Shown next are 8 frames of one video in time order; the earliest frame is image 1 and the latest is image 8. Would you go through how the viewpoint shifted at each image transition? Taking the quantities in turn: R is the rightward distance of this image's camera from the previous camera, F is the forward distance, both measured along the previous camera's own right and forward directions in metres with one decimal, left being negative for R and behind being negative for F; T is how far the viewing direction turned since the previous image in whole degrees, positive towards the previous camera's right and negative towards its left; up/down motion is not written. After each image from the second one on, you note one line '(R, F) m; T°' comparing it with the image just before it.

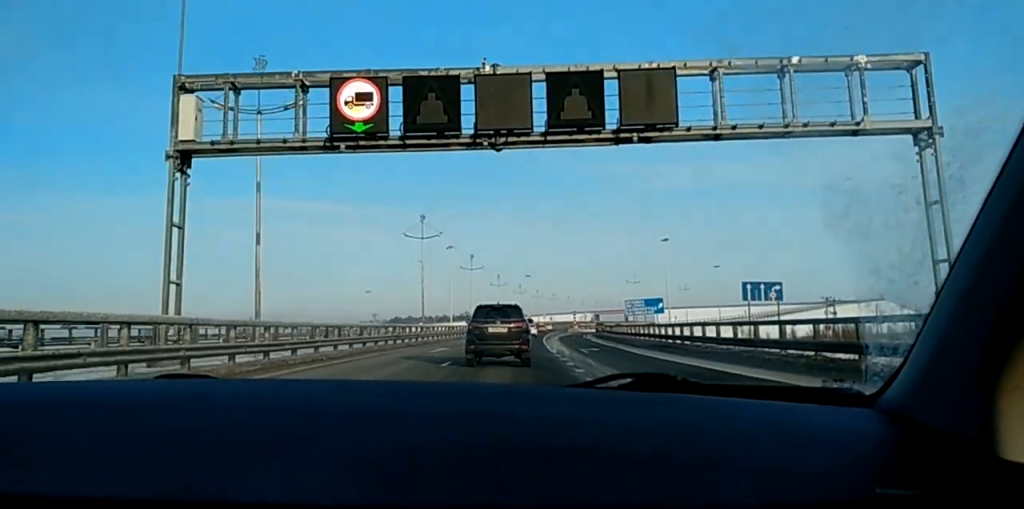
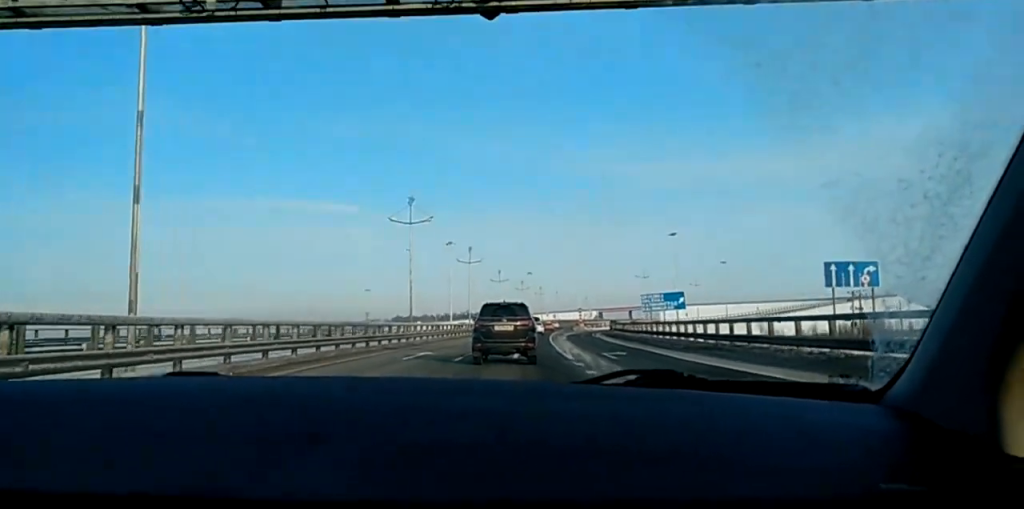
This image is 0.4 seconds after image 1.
(-0.1, +9.8) m; +1°
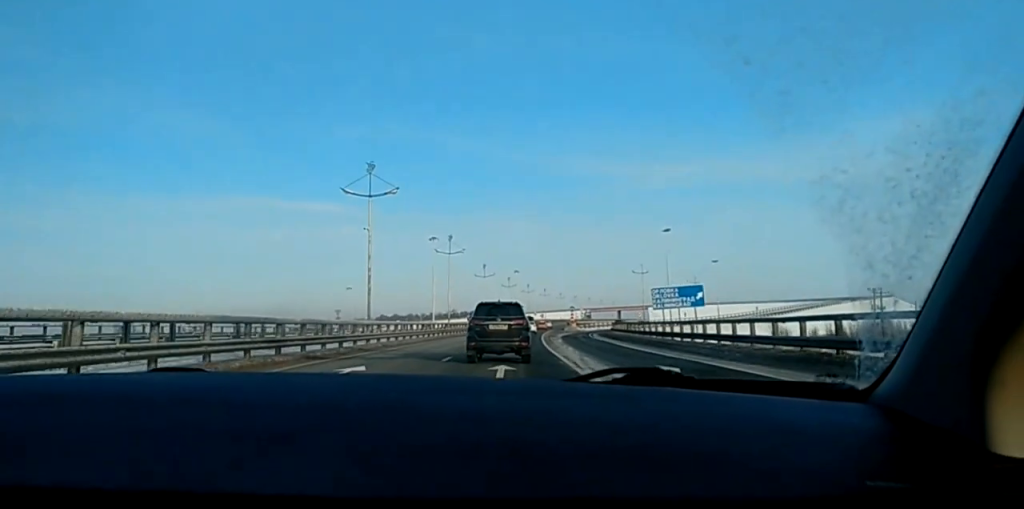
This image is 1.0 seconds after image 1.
(+0.3, +12.4) m; +1°
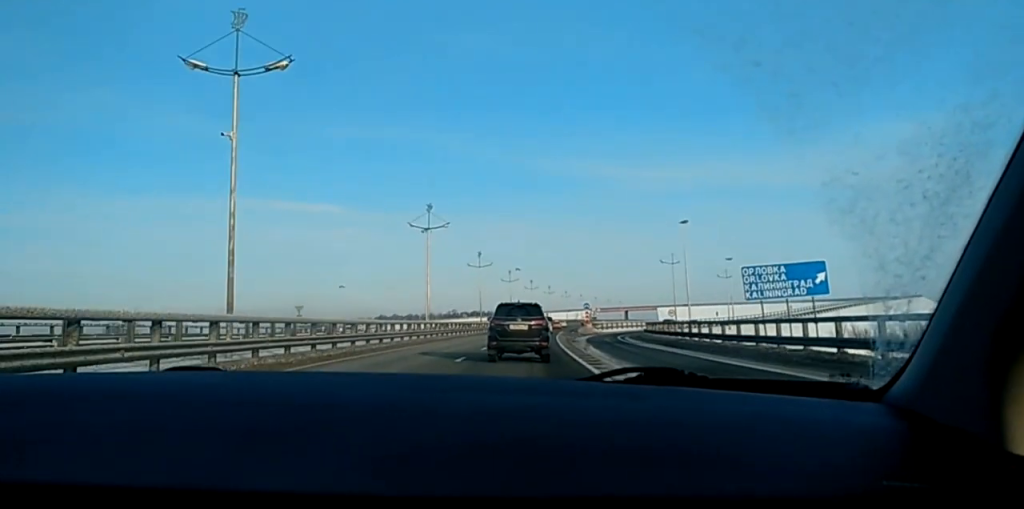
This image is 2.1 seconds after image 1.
(+0.5, +24.9) m; +1°
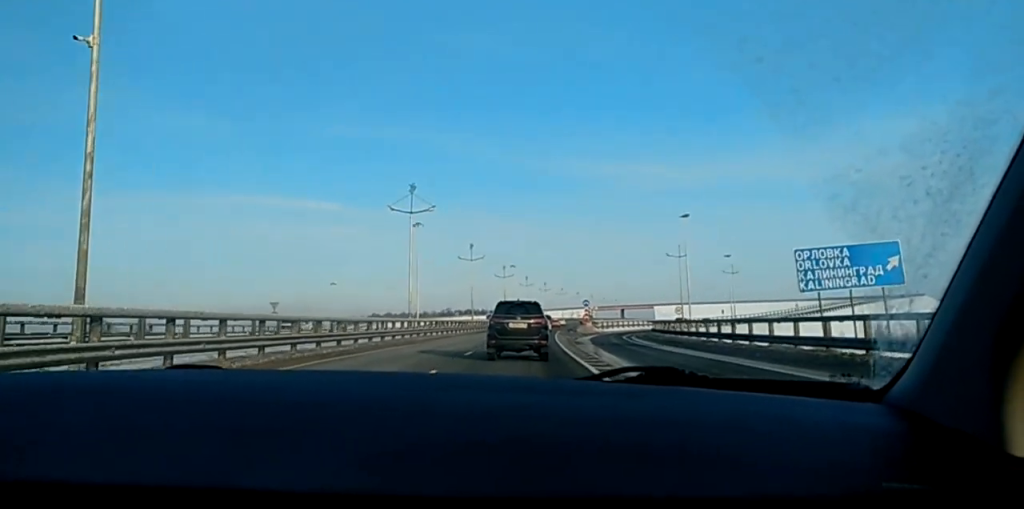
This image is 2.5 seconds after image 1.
(0.0, +8.9) m; 0°
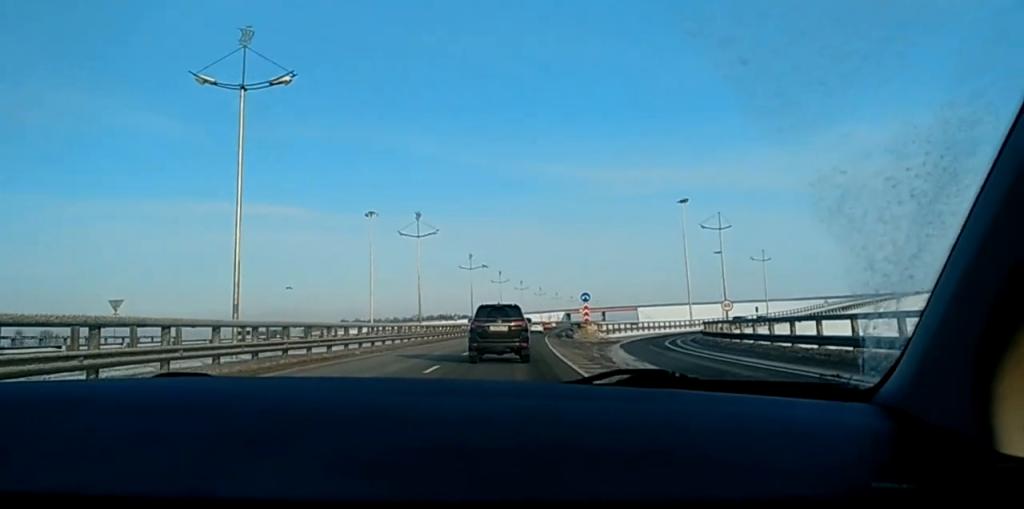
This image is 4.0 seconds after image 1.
(-0.1, +32.0) m; +1°
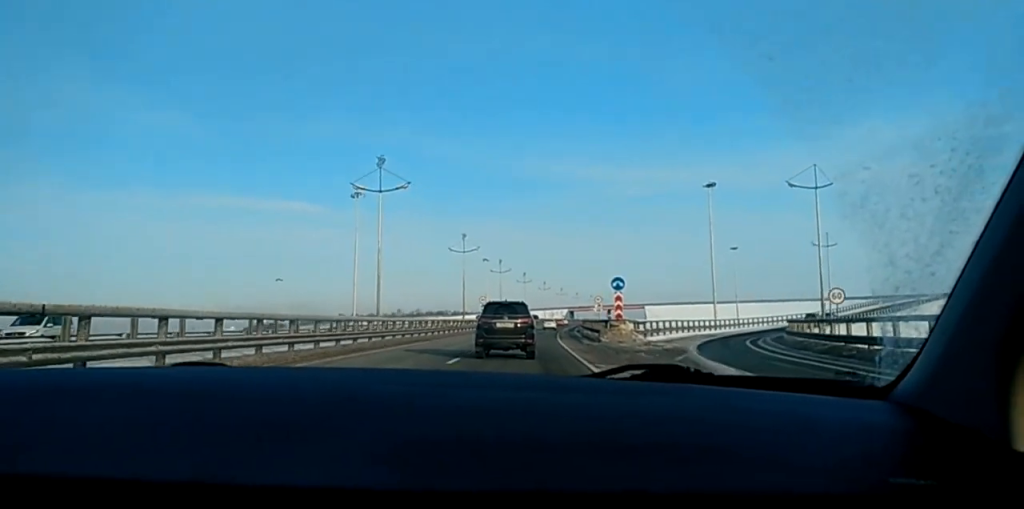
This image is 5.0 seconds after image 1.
(+0.3, +22.3) m; +1°
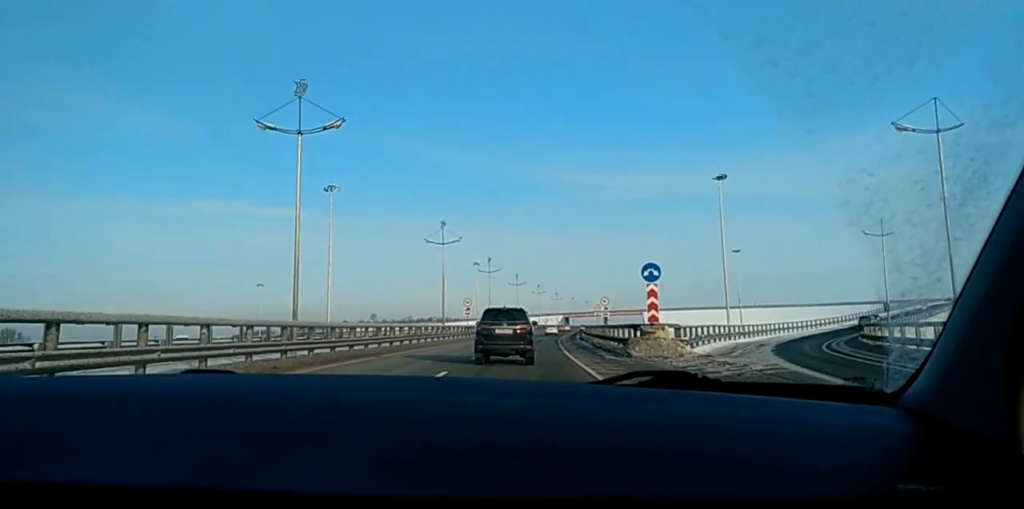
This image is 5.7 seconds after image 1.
(+0.1, +16.0) m; 0°
